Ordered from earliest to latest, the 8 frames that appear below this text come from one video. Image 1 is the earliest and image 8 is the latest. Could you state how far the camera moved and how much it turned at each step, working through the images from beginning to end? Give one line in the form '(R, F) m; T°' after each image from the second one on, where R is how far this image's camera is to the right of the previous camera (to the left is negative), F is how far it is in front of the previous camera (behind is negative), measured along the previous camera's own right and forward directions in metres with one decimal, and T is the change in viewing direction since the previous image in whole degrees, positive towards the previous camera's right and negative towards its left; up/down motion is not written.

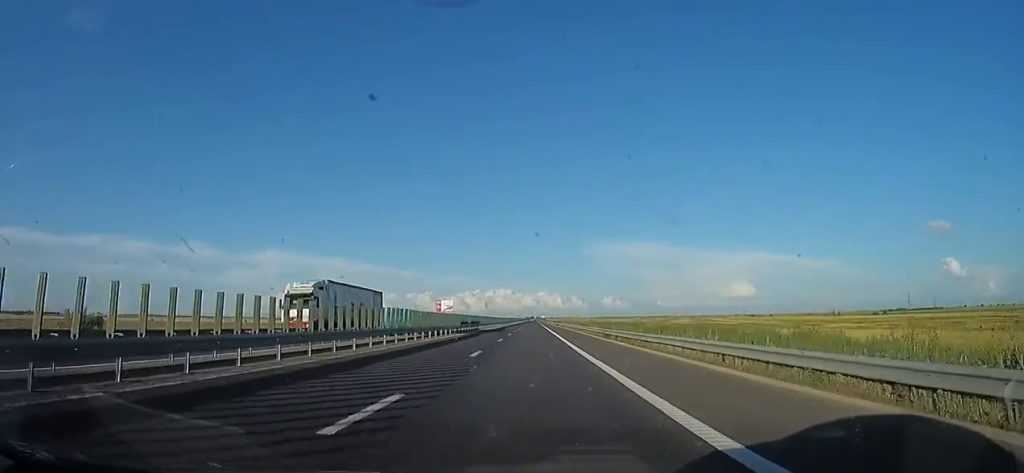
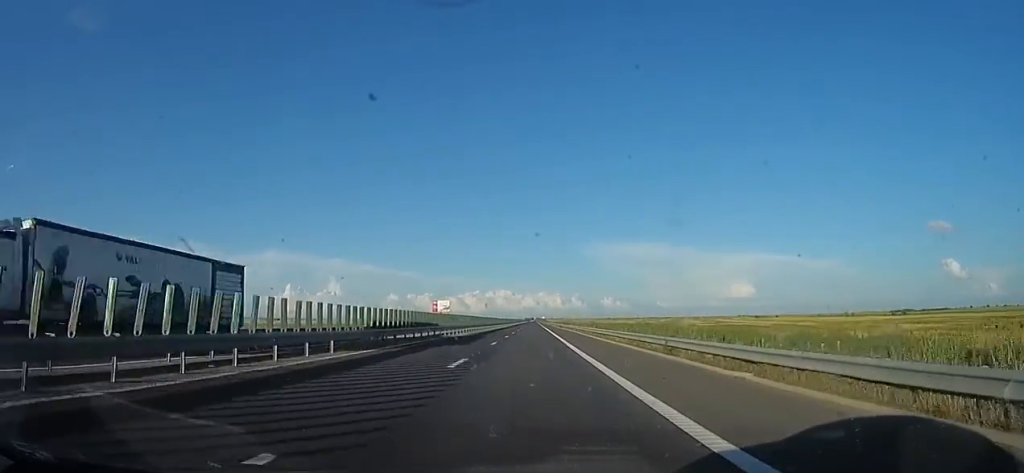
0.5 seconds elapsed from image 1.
(0.0, +16.0) m; 0°
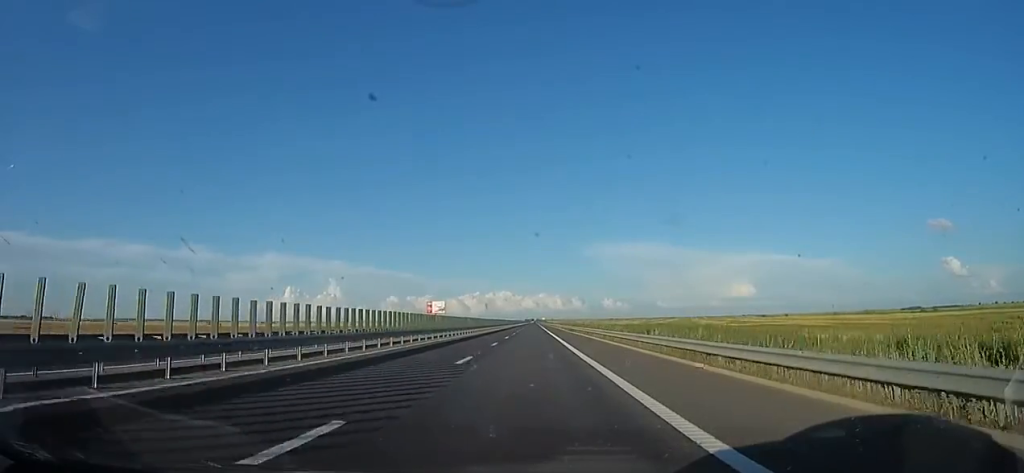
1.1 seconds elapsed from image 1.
(0.0, +22.3) m; 0°
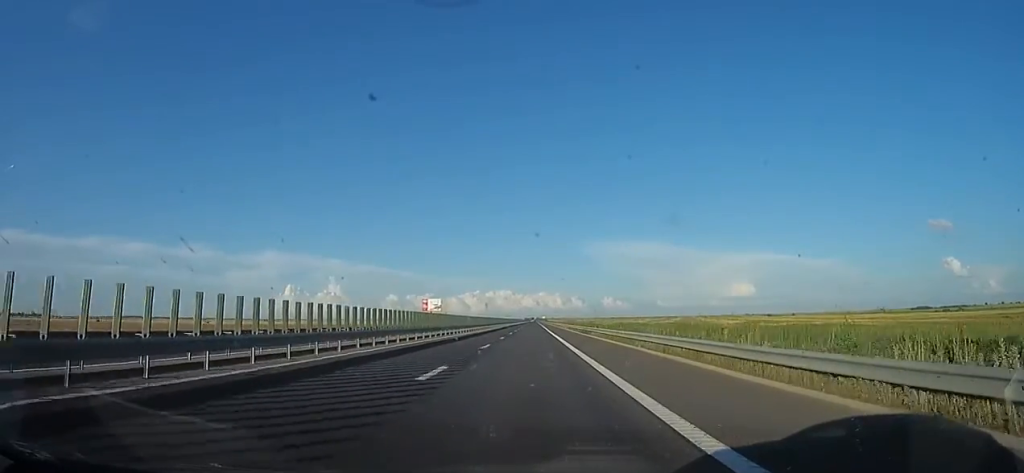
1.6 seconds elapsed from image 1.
(0.0, +16.6) m; 0°
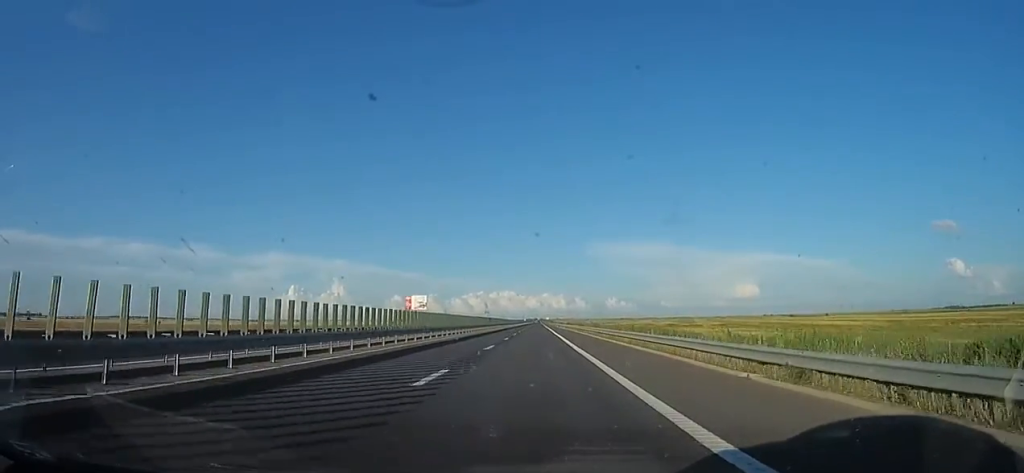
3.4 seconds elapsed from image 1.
(0.0, +61.4) m; 0°
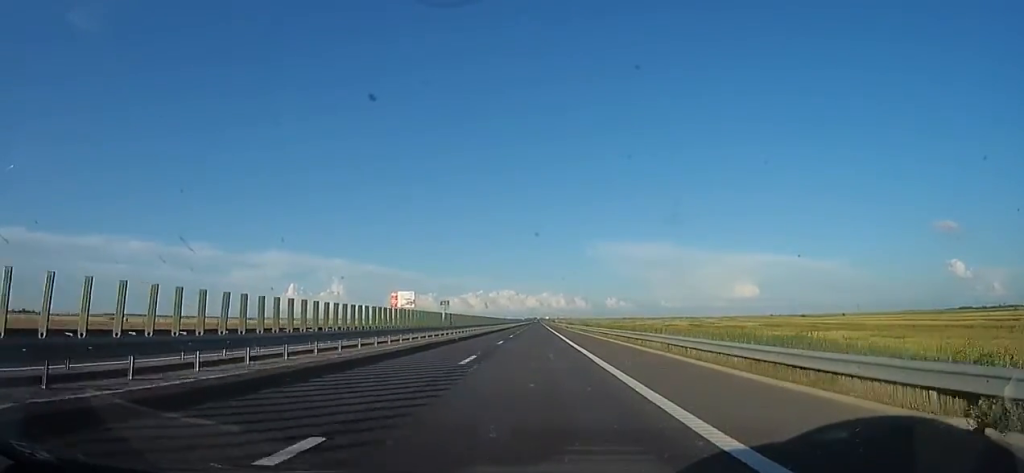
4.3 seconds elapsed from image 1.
(0.0, +31.5) m; 0°
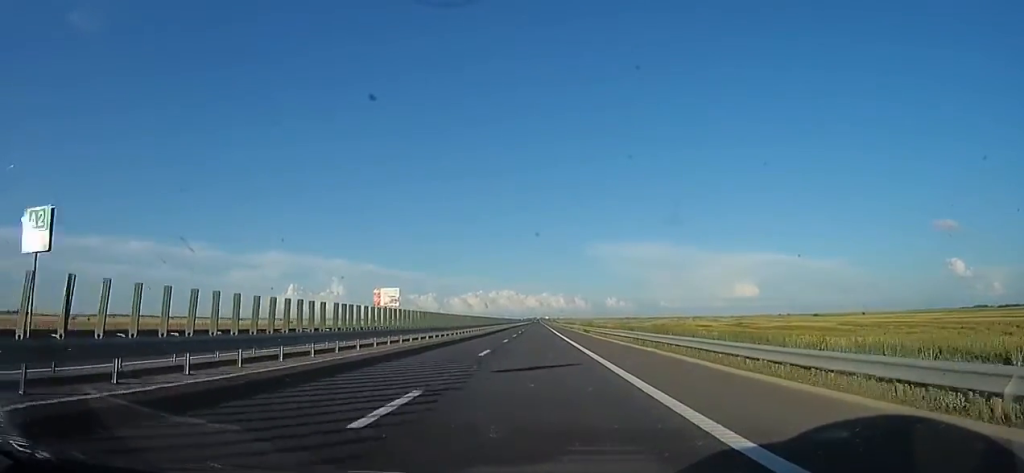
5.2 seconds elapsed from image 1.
(0.0, +32.6) m; 0°
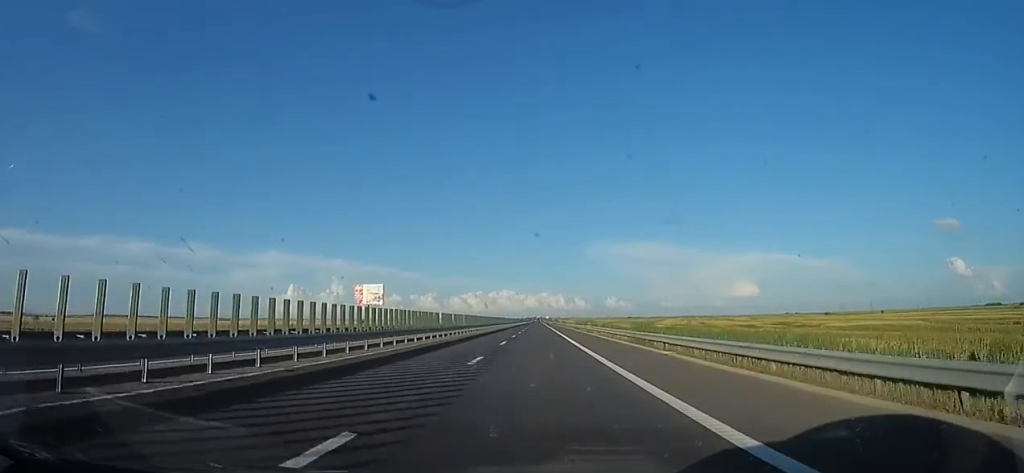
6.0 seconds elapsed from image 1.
(0.0, +27.3) m; 0°
